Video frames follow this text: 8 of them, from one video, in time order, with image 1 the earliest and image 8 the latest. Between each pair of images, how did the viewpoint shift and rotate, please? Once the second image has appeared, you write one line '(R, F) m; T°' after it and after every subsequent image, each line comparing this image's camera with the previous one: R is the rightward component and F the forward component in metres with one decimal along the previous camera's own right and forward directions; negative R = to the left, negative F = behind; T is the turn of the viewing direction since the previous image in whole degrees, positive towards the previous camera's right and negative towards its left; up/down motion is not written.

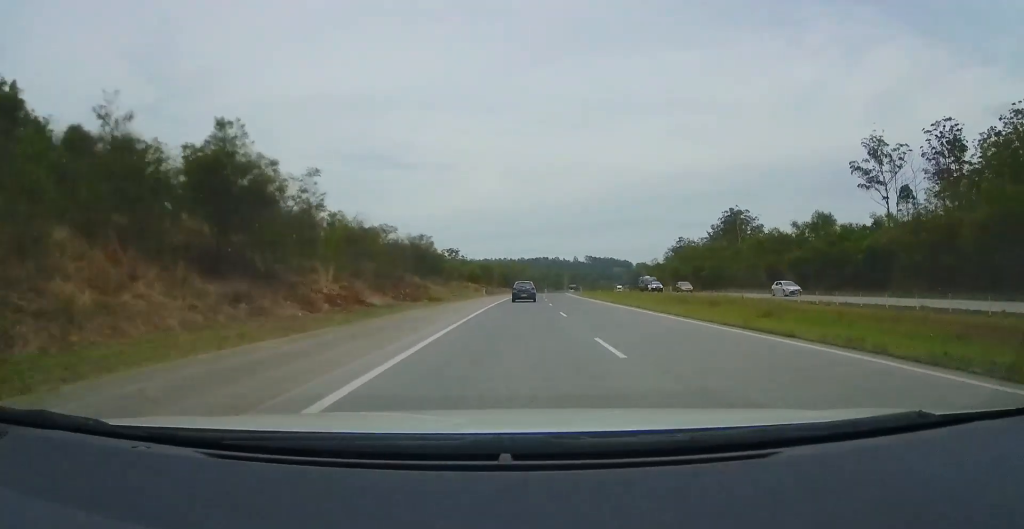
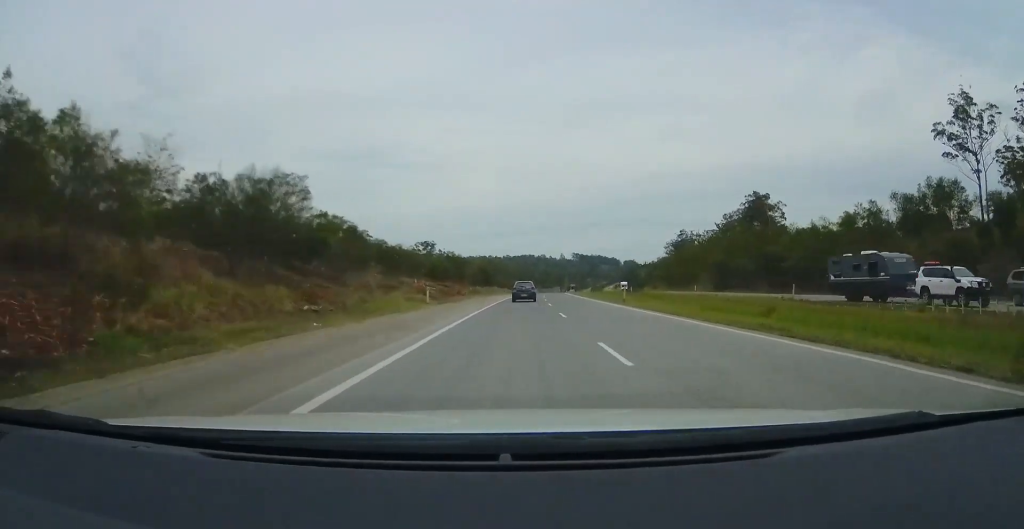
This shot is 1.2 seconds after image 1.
(+0.5, +36.7) m; +2°
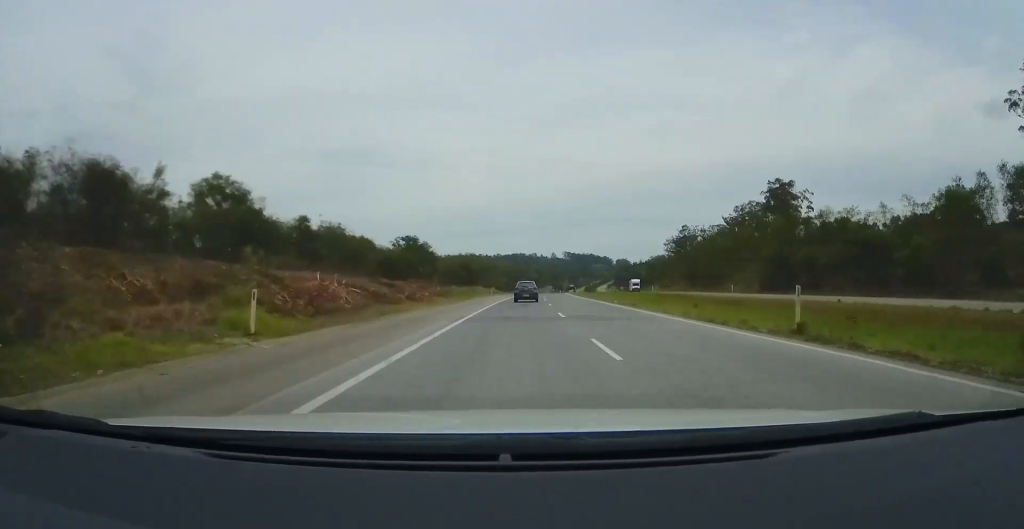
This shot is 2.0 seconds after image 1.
(+0.3, +23.4) m; +1°
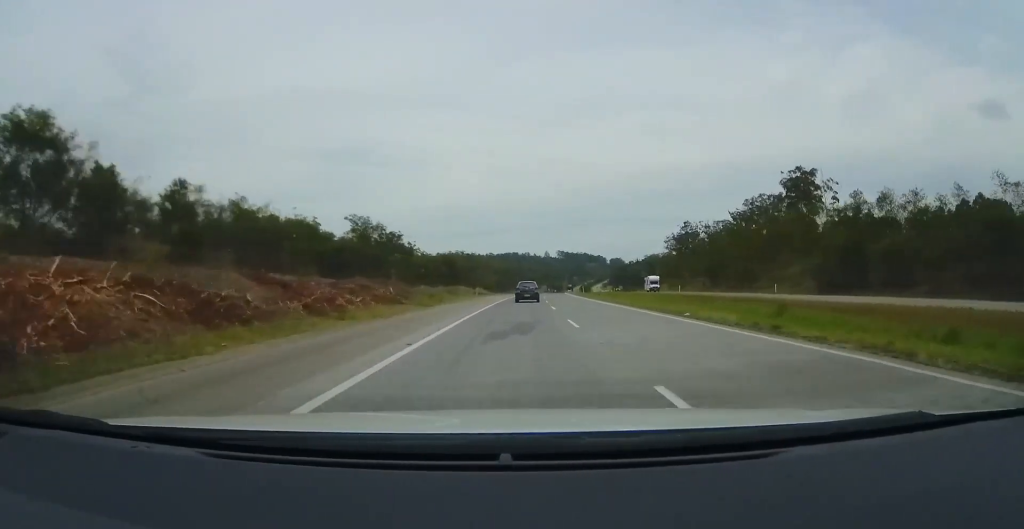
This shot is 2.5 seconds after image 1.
(+0.1, +17.2) m; 0°
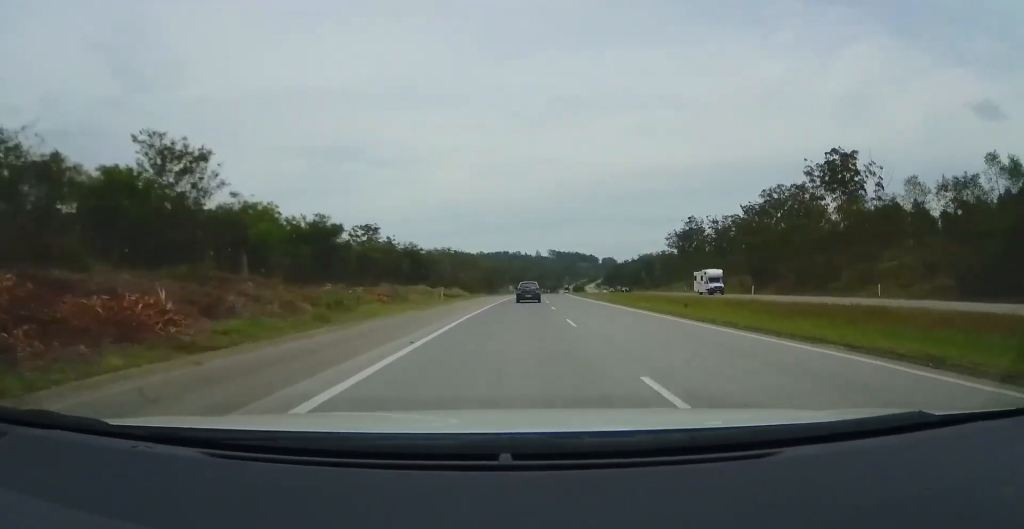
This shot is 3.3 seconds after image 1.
(-0.1, +23.3) m; +1°
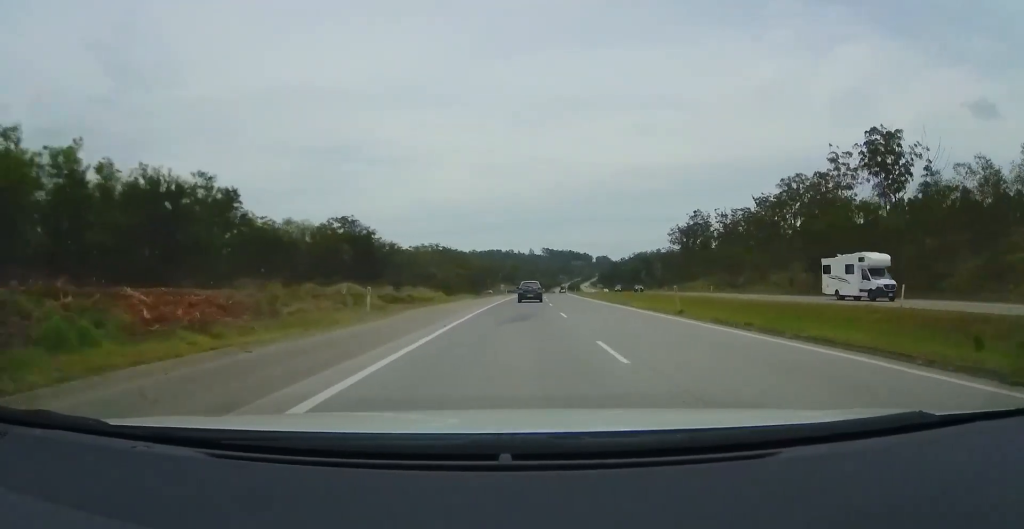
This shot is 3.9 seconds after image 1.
(+0.3, +19.6) m; +1°
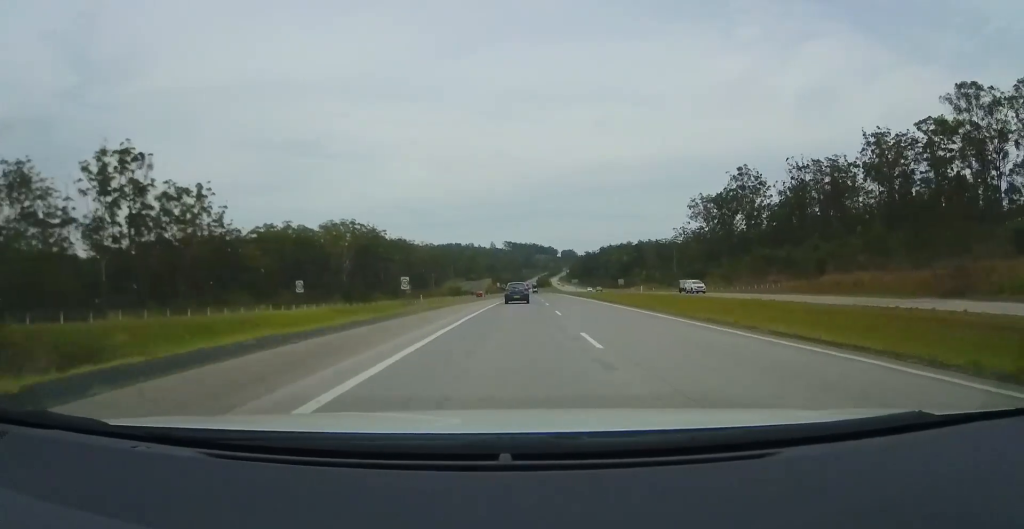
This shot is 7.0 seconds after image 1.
(+2.7, +93.6) m; +4°
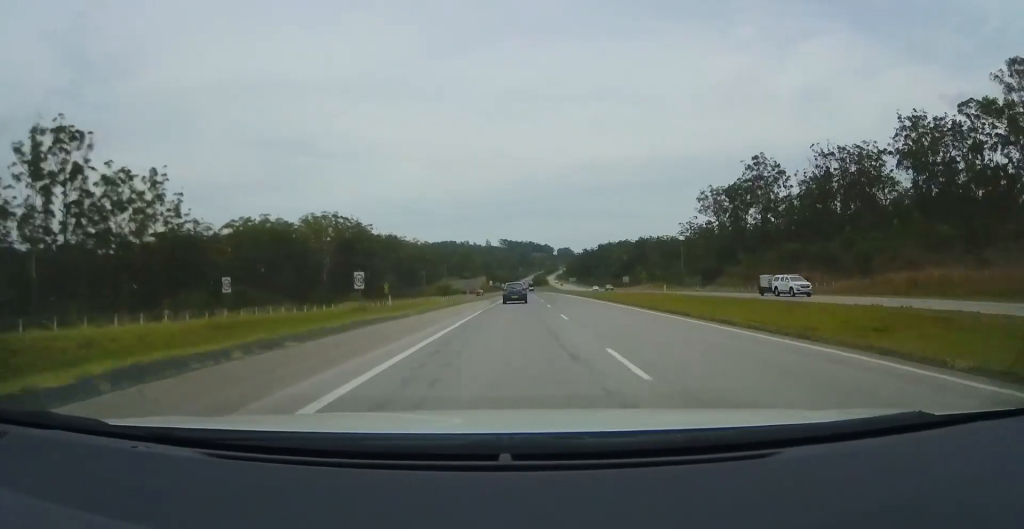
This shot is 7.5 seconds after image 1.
(+0.1, +14.6) m; +1°
